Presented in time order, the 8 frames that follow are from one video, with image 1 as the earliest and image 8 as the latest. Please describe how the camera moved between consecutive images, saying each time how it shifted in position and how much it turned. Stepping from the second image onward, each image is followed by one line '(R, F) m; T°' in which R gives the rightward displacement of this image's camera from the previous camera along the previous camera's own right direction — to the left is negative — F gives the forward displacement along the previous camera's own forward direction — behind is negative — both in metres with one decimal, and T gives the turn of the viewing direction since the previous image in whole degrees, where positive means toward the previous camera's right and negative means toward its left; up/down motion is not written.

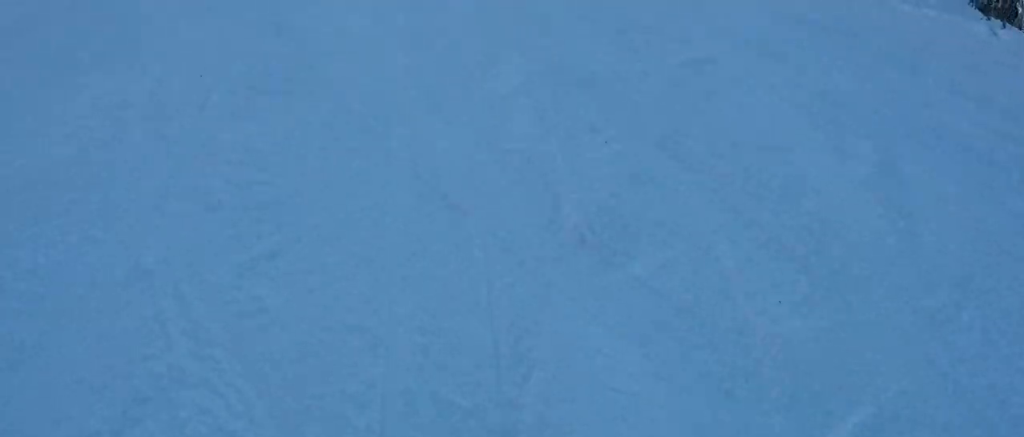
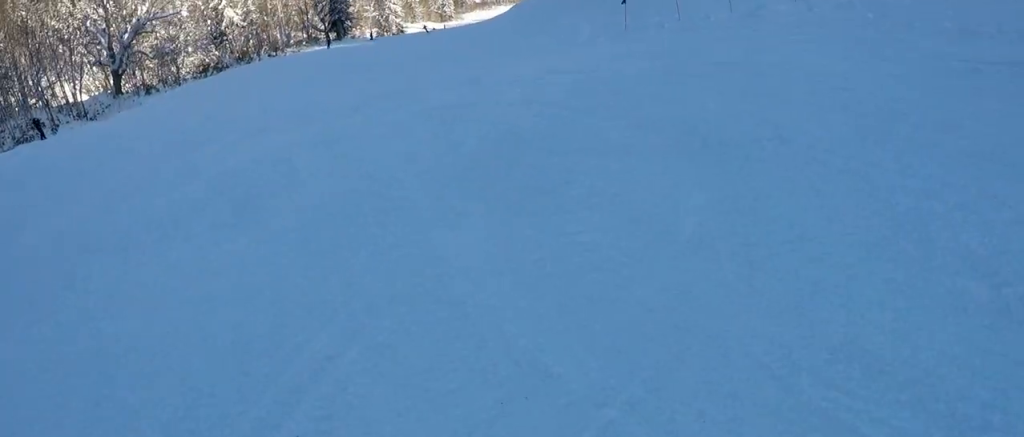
(+0.4, +5.3) m; +15°
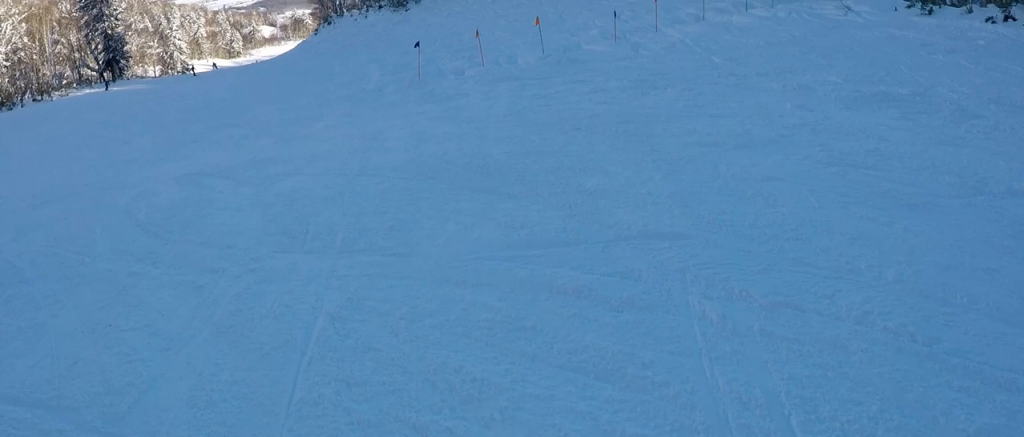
(+0.6, +5.4) m; -5°
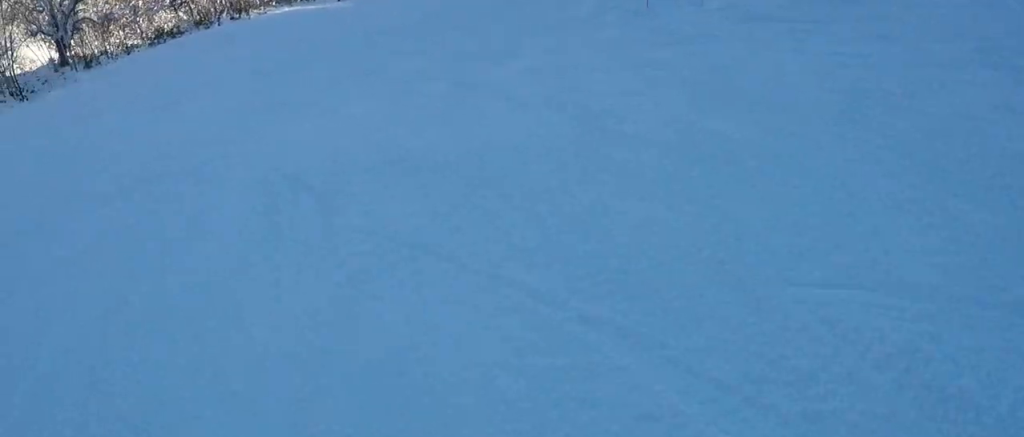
(-0.8, +4.5) m; -12°
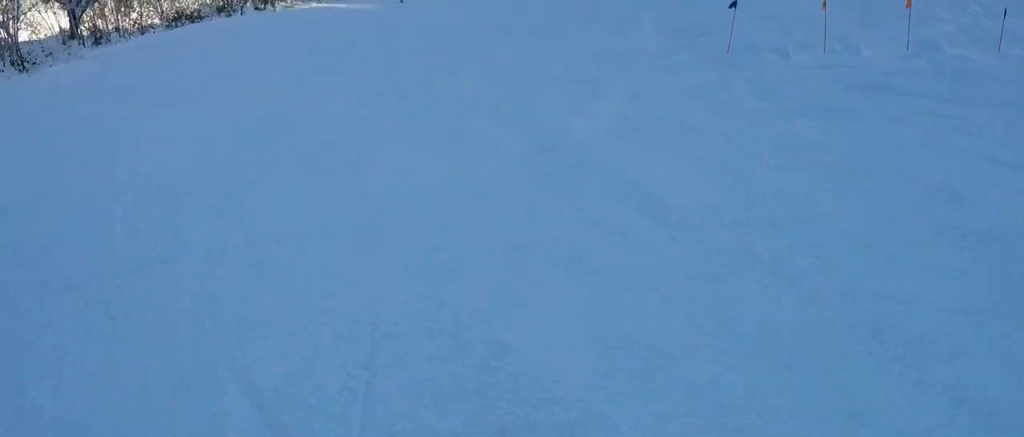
(-0.1, +3.6) m; -1°
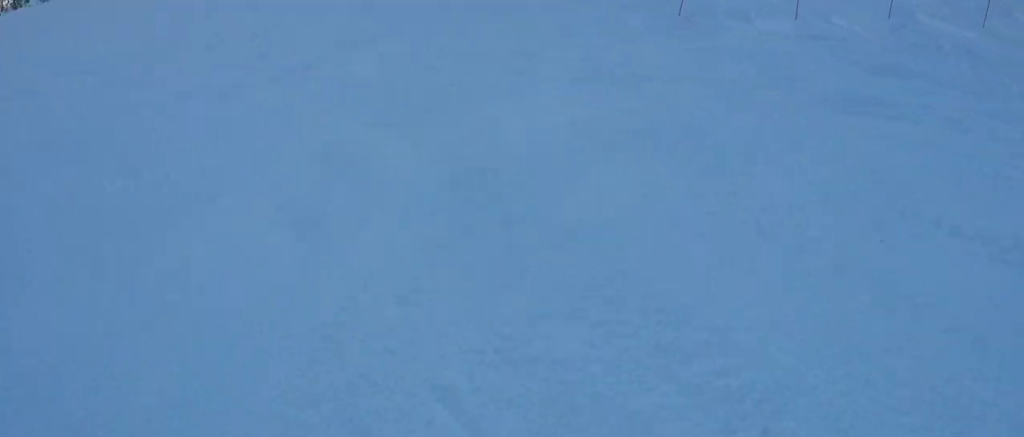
(0.0, +3.2) m; 0°
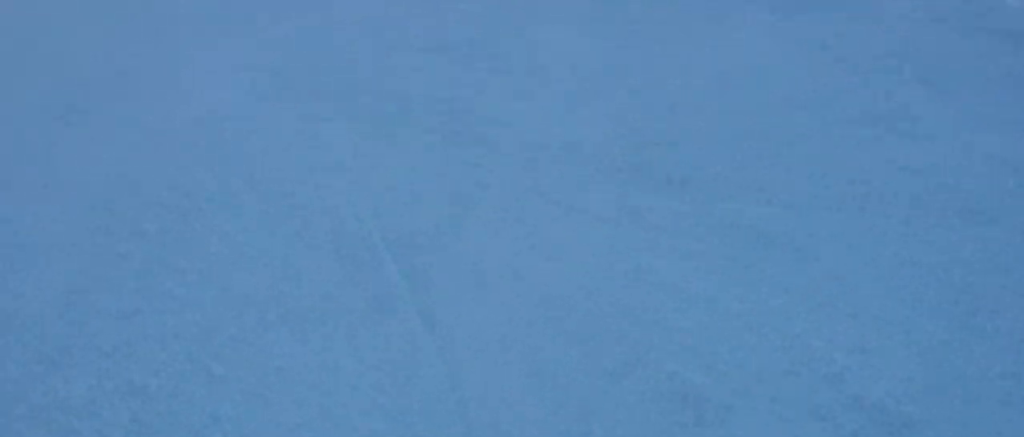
(0.0, +5.5) m; +1°
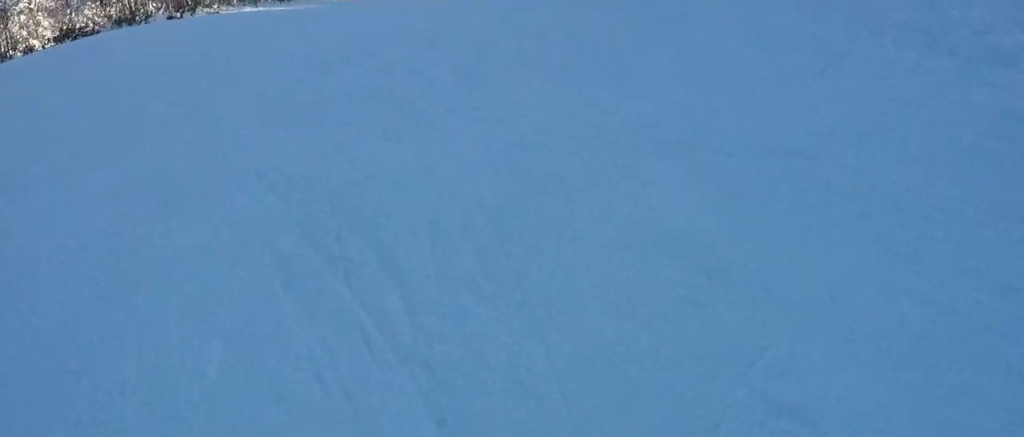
(+0.2, +7.0) m; +12°
